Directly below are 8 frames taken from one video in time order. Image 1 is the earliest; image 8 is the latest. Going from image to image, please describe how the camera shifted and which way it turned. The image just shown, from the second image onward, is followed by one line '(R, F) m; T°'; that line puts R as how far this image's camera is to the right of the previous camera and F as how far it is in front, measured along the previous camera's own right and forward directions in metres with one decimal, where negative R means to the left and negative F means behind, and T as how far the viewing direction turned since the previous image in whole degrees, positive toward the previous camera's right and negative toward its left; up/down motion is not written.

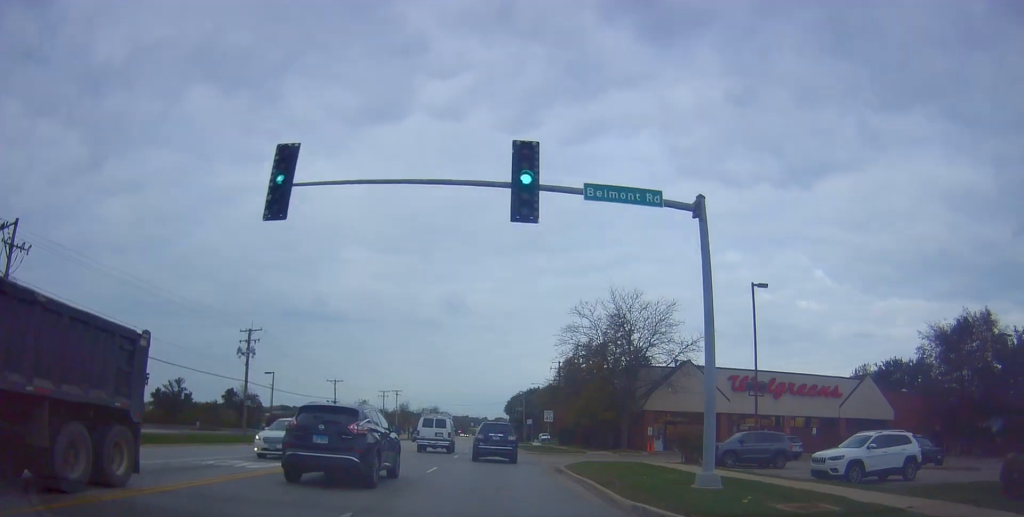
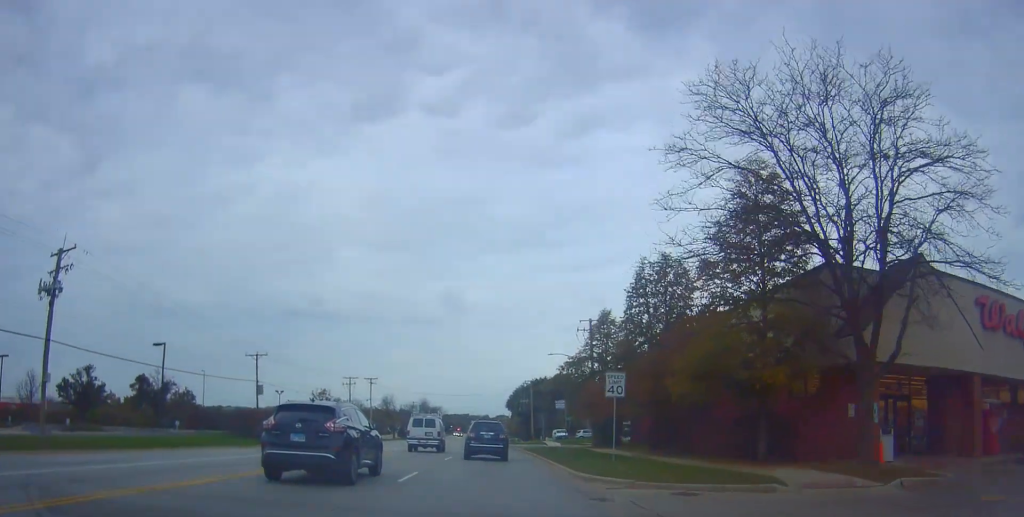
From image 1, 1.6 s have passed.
(+0.7, +28.5) m; +3°
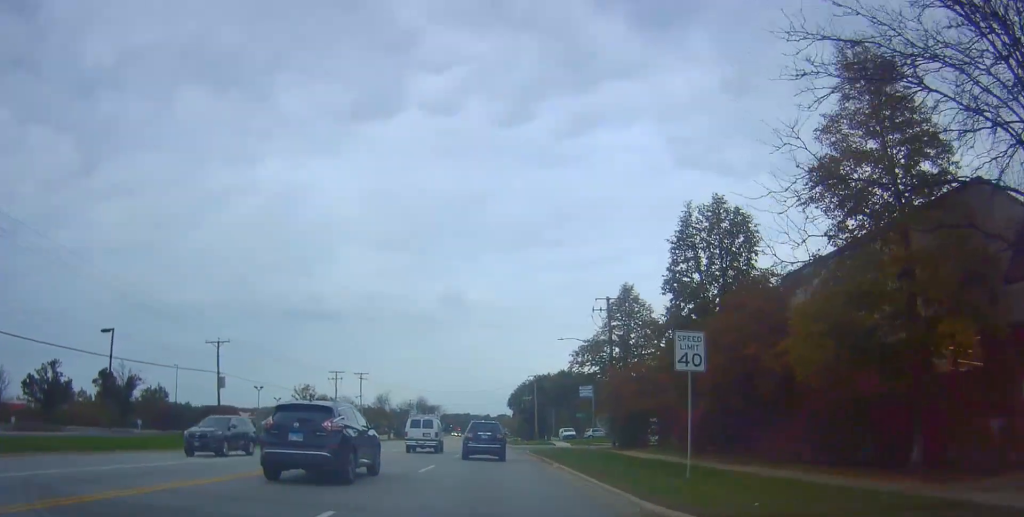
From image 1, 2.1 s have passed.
(+0.1, +8.8) m; +1°
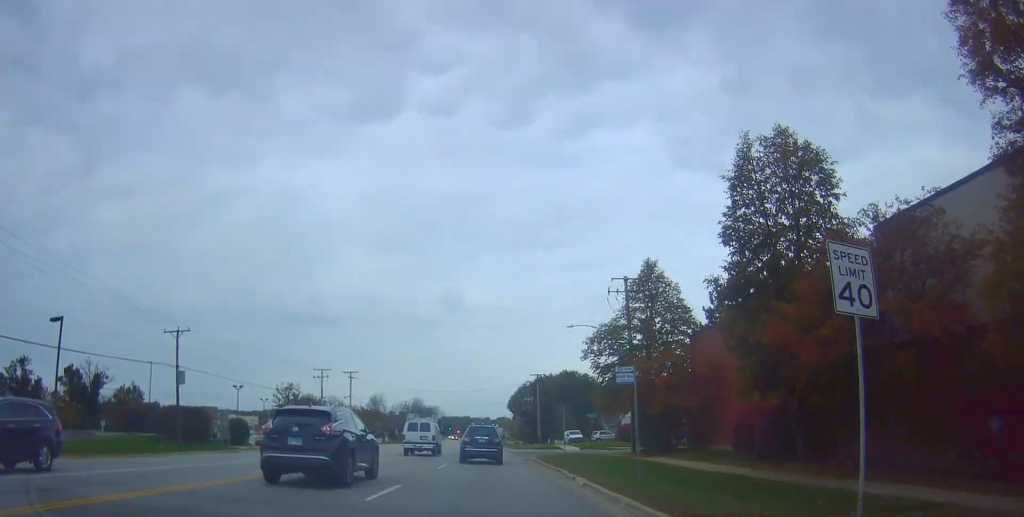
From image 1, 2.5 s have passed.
(0.0, +7.0) m; 0°
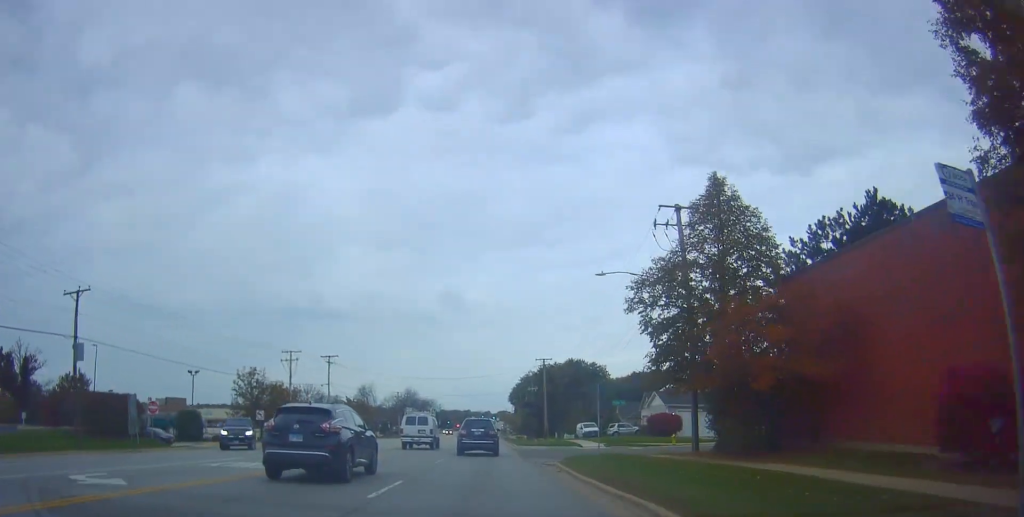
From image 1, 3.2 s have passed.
(0.0, +12.6) m; 0°
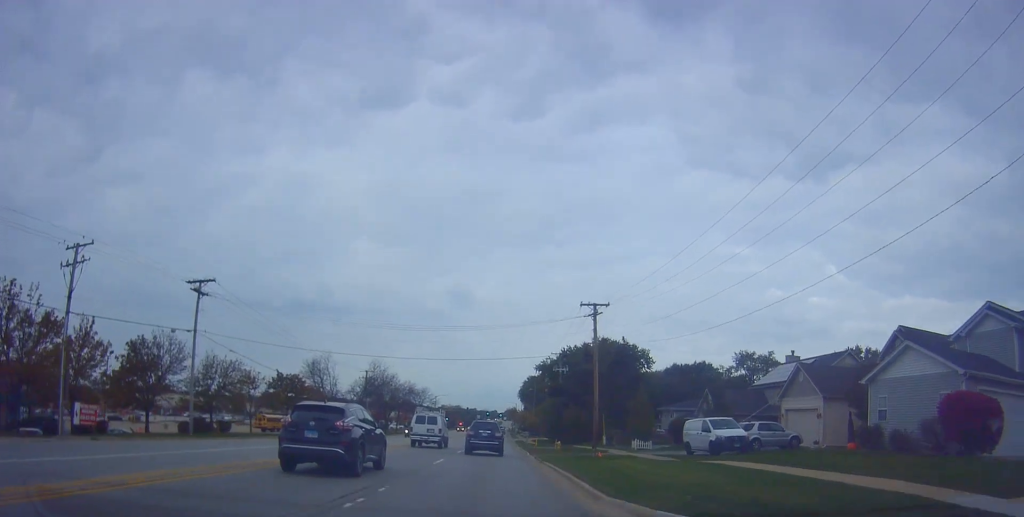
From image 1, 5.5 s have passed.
(-1.4, +39.5) m; -3°
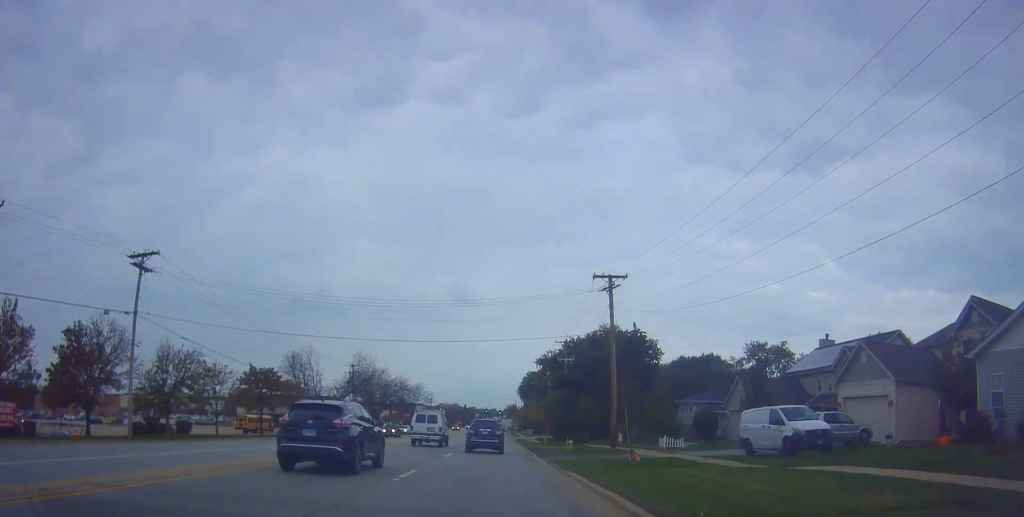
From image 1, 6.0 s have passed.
(0.0, +7.8) m; 0°
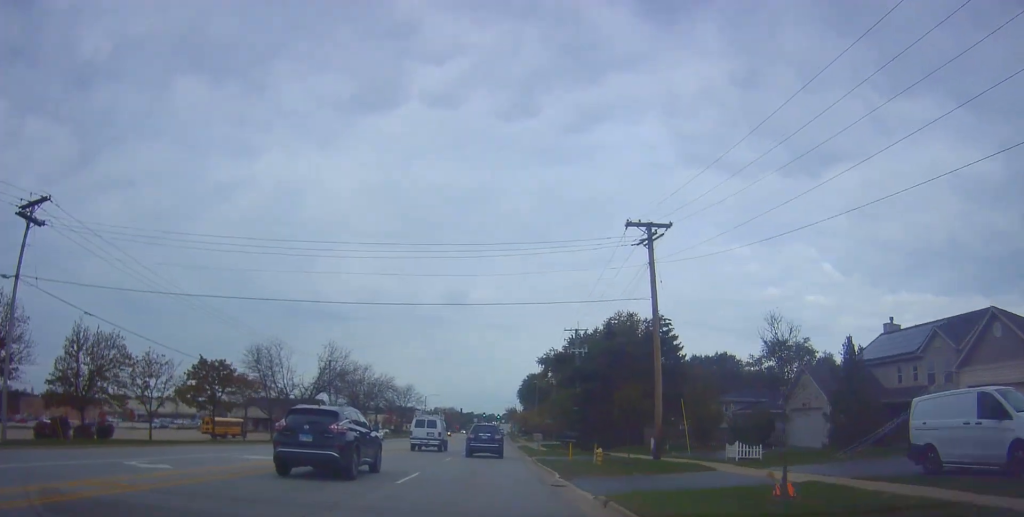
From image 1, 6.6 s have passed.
(0.0, +11.4) m; 0°
